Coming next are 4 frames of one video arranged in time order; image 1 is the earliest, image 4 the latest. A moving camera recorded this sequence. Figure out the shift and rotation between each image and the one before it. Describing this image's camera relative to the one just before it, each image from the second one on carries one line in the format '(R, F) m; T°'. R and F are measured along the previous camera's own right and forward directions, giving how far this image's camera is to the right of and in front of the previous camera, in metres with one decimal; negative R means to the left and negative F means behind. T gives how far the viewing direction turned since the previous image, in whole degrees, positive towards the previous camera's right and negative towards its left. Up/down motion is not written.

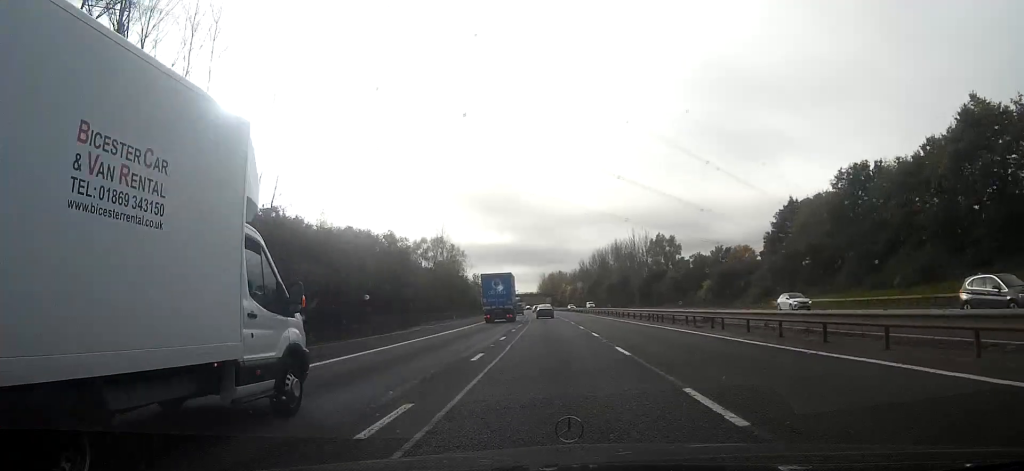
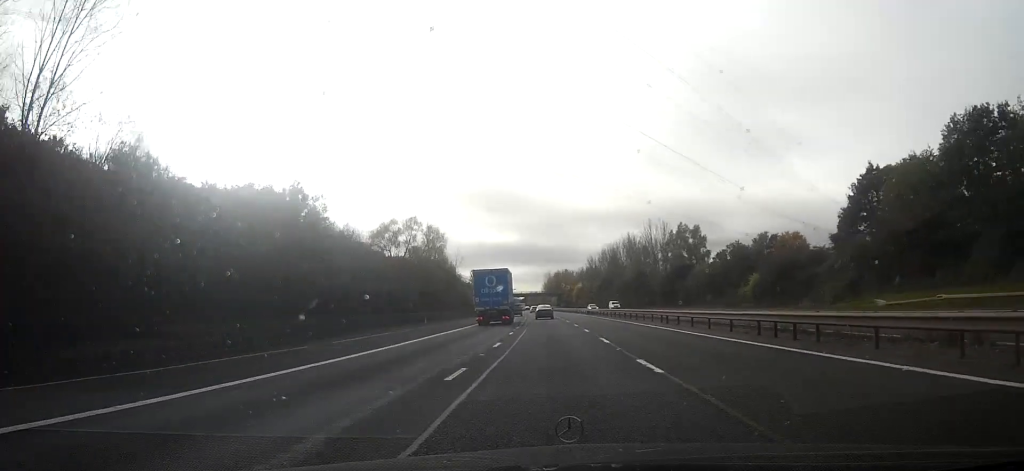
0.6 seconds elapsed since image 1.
(-0.1, +21.7) m; -1°
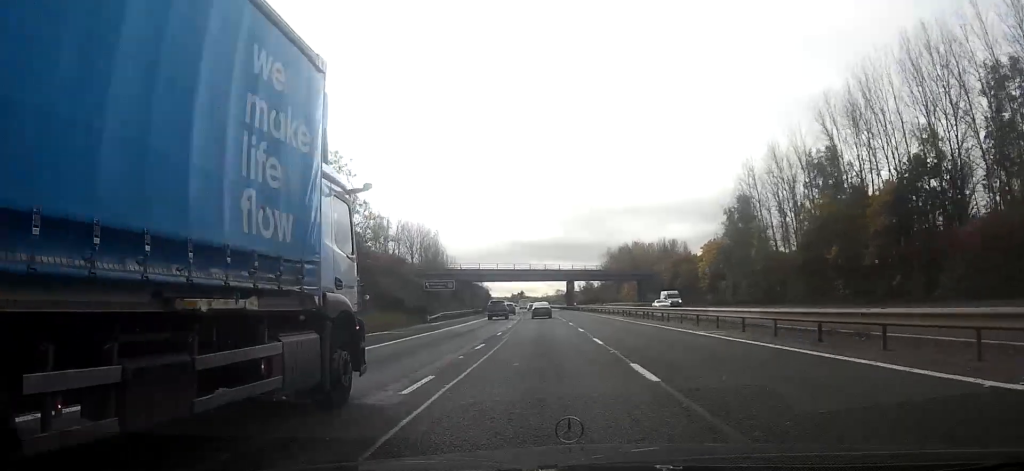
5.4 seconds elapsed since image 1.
(-5.9, +163.6) m; -4°
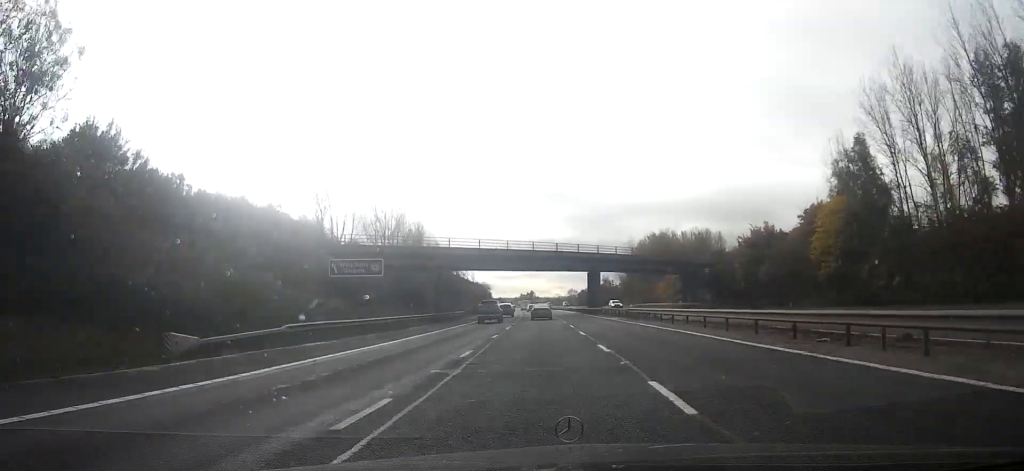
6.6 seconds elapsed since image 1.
(-0.2, +38.4) m; -1°
